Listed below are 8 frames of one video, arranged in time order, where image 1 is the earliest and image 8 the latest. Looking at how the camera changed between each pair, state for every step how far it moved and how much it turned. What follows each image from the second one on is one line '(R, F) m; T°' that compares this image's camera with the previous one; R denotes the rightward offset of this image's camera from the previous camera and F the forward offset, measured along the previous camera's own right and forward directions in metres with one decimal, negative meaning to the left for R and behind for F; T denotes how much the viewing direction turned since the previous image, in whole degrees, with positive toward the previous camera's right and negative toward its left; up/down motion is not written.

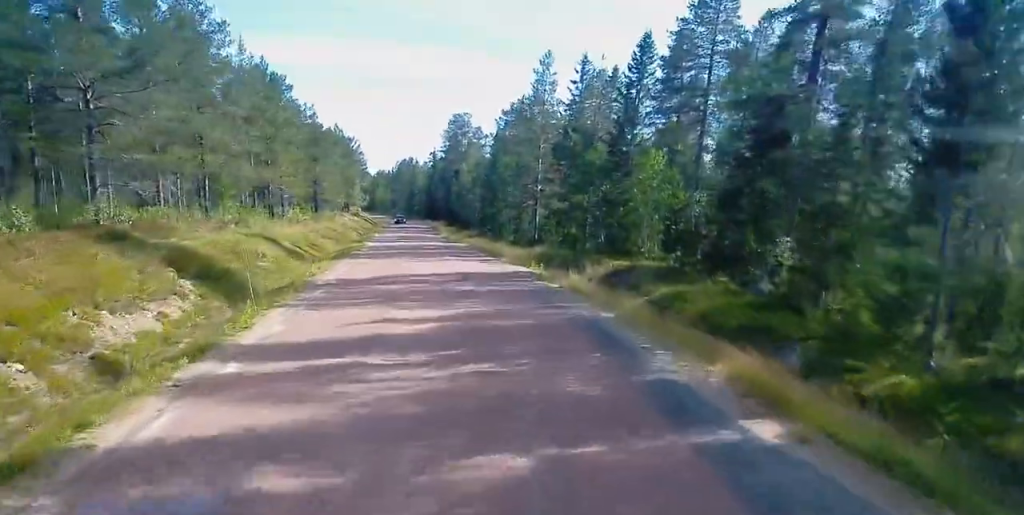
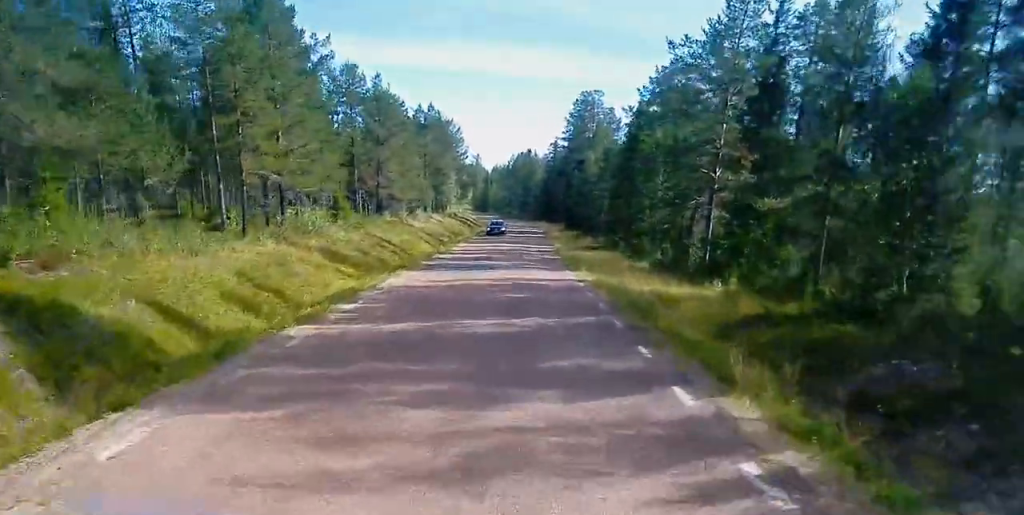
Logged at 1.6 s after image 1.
(0.0, +24.7) m; 0°
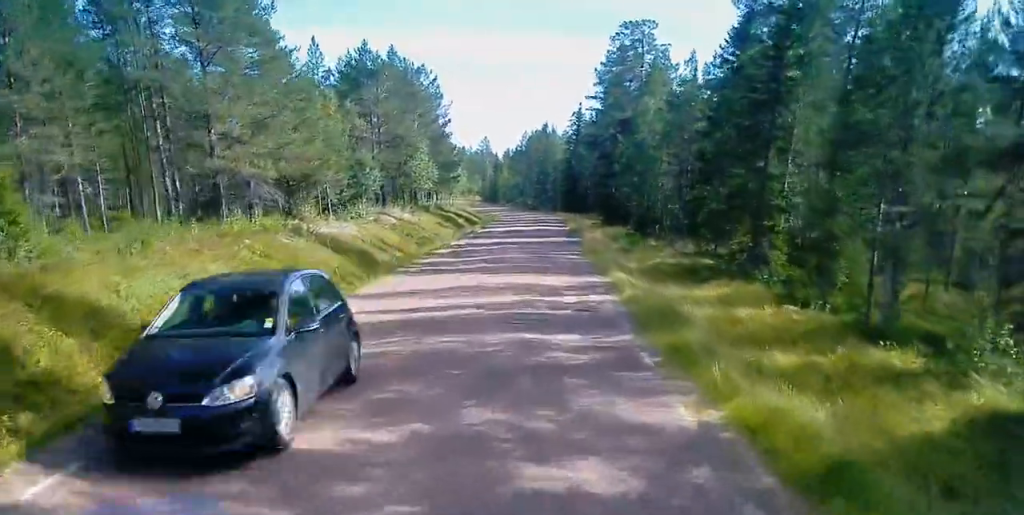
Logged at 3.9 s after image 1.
(-2.0, +34.0) m; -8°
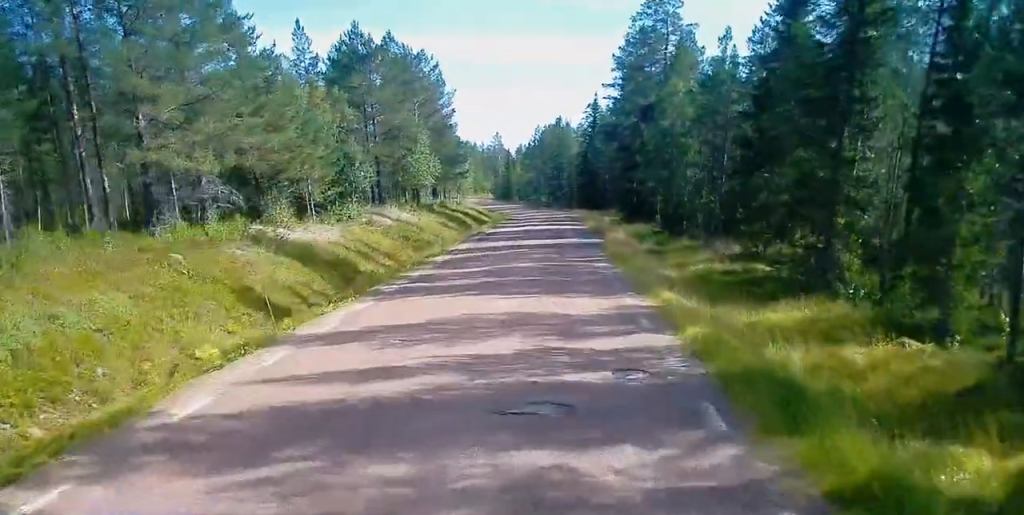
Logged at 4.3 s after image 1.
(0.0, +6.3) m; 0°
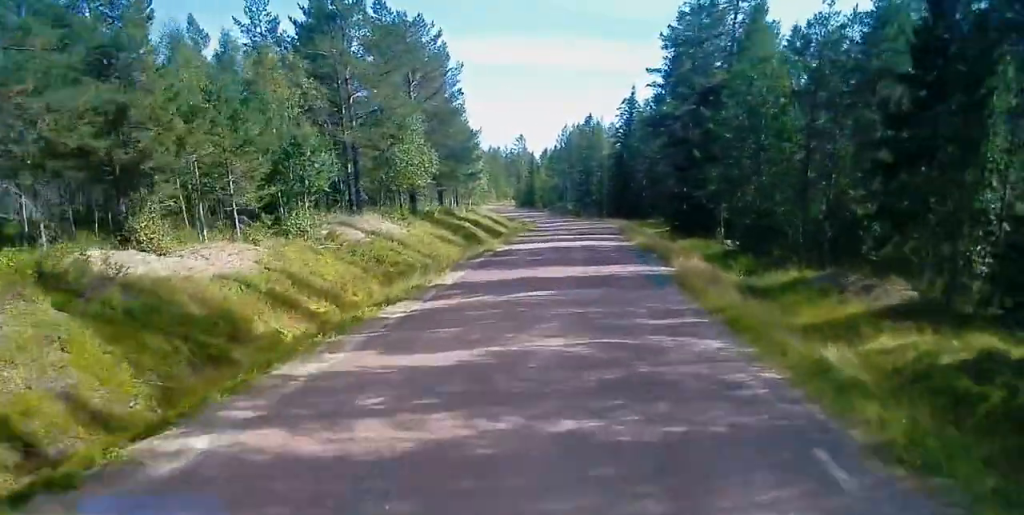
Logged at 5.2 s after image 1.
(0.0, +13.6) m; 0°
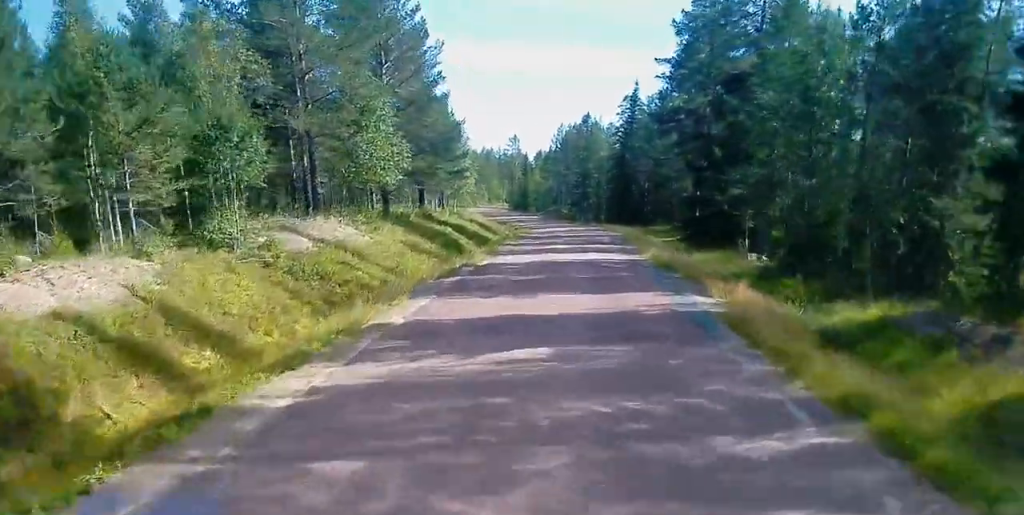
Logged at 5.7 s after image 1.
(+0.1, +7.0) m; 0°
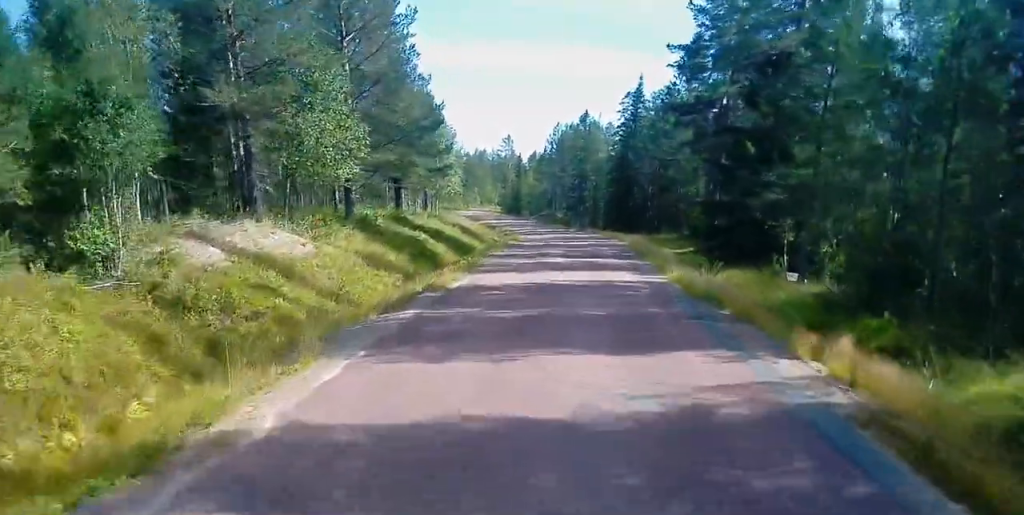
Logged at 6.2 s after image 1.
(0.0, +7.3) m; 0°
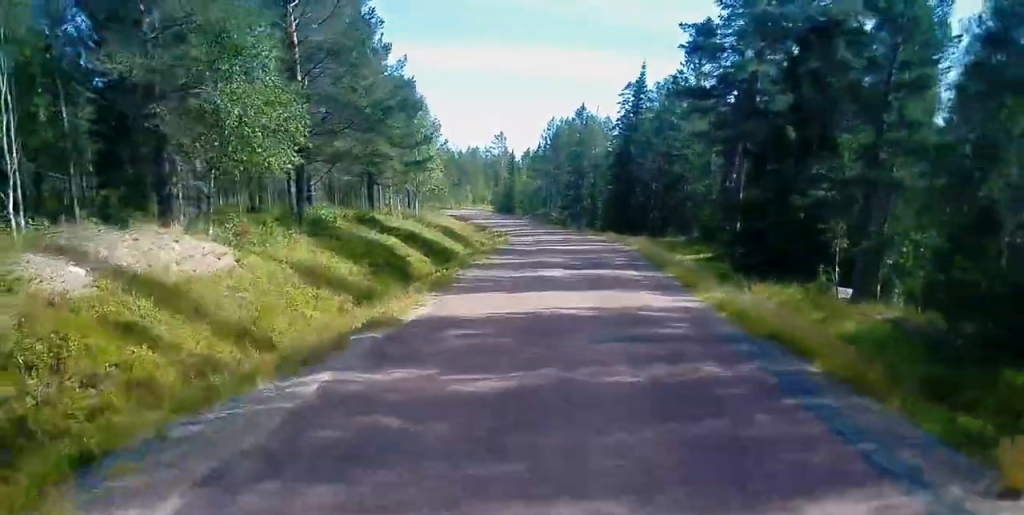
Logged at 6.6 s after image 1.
(-0.1, +6.3) m; 0°
